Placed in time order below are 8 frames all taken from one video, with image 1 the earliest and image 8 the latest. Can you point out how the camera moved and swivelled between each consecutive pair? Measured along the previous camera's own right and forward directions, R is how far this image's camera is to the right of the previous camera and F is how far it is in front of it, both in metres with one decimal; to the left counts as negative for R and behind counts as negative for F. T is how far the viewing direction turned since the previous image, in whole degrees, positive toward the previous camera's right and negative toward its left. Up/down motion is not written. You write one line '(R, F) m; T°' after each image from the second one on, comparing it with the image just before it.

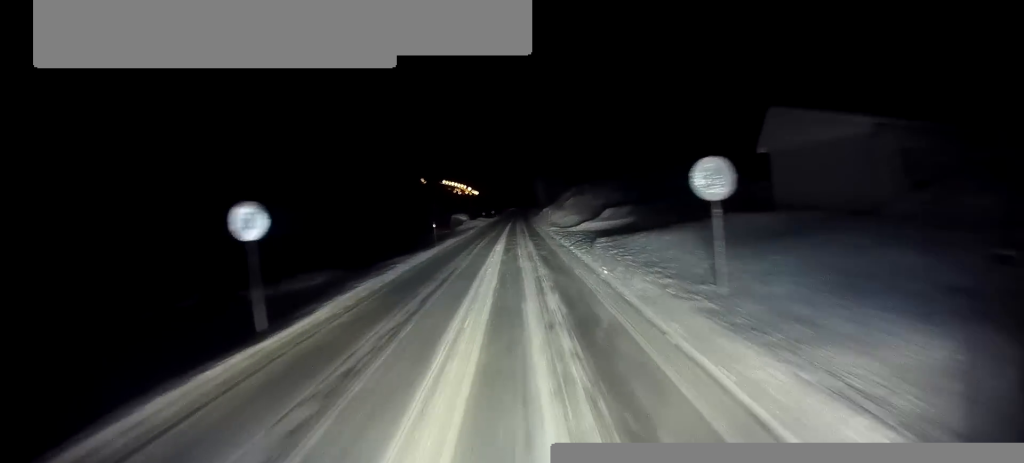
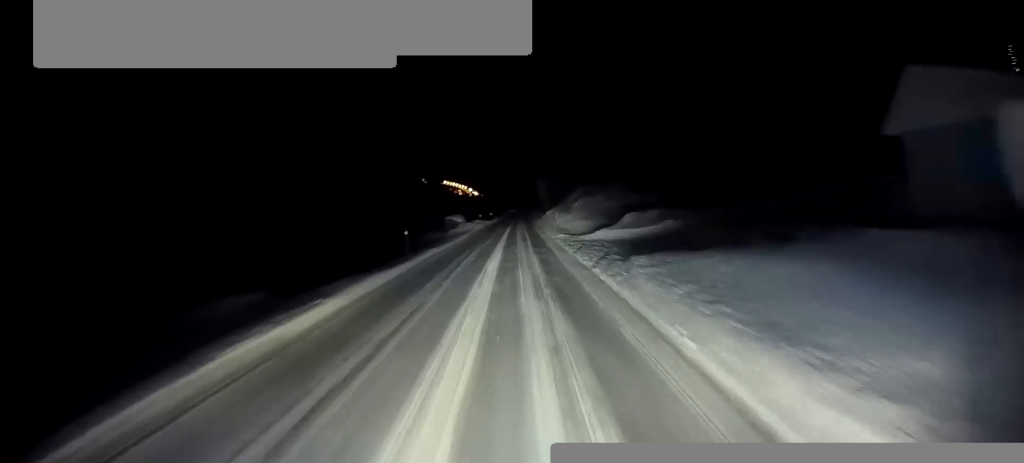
(0.0, +8.3) m; 0°
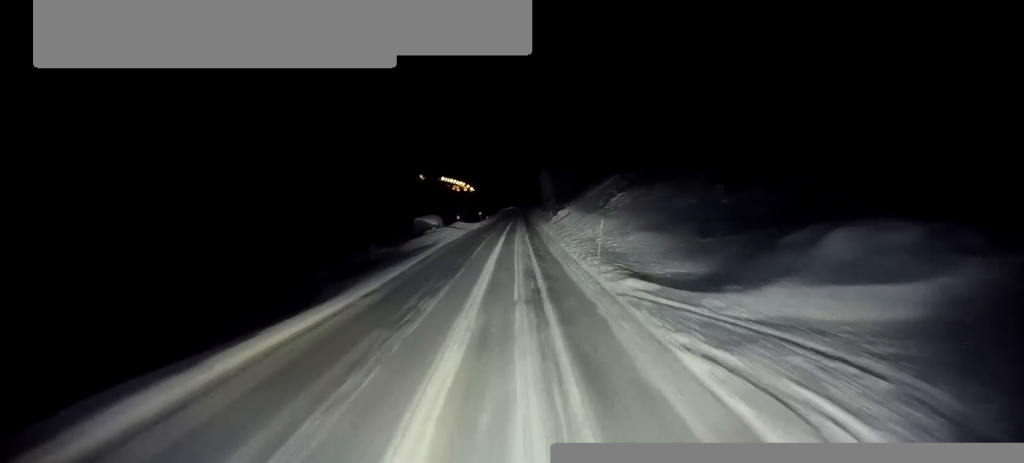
(+0.1, +25.8) m; 0°
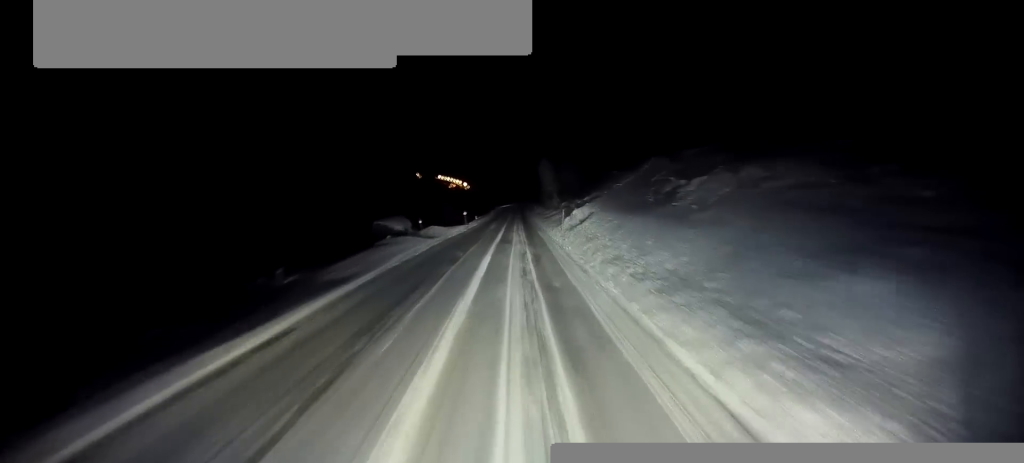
(0.0, +16.9) m; 0°
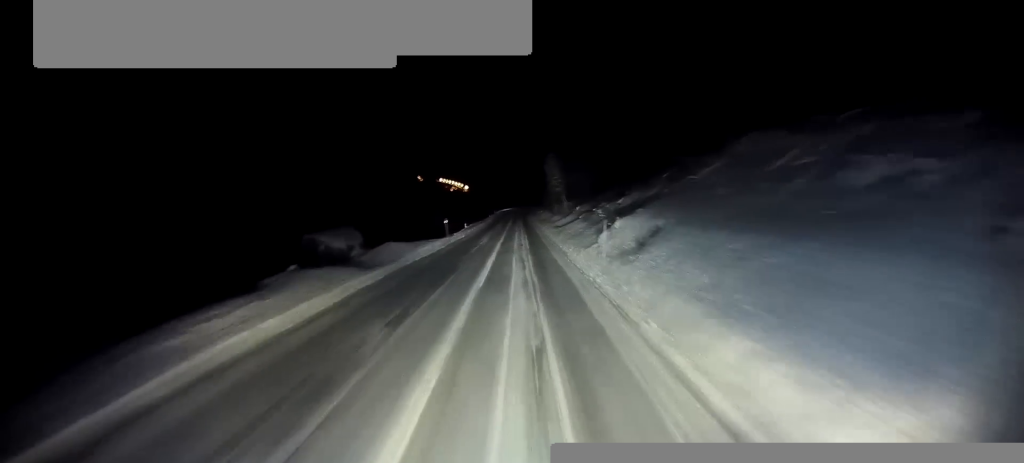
(0.0, +15.5) m; 0°
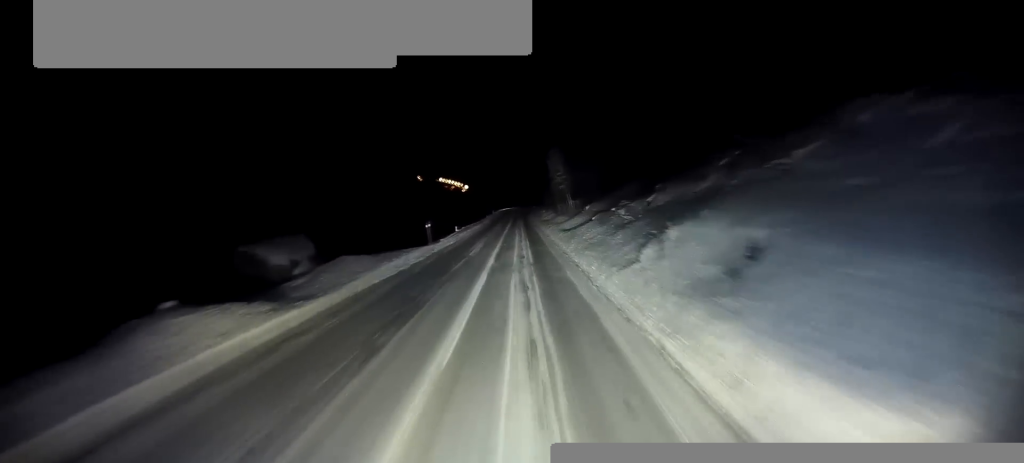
(0.0, +7.7) m; 0°
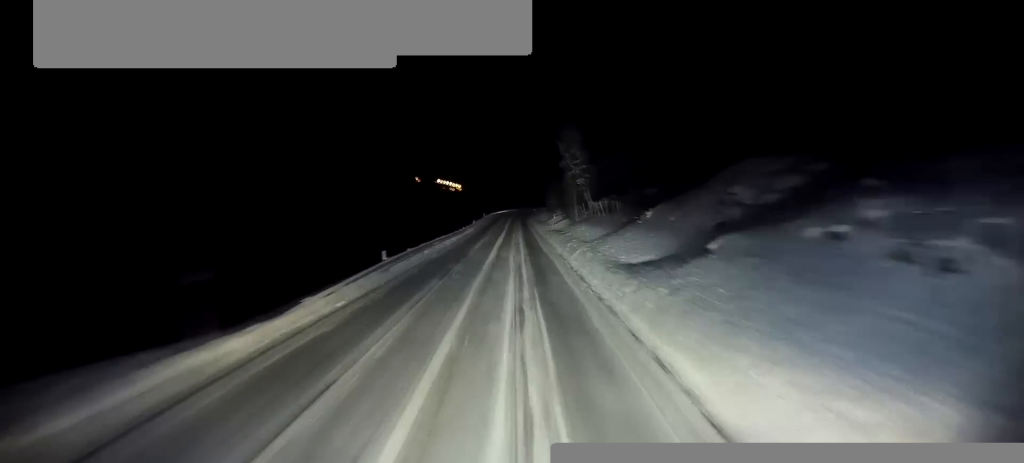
(0.0, +23.1) m; 0°
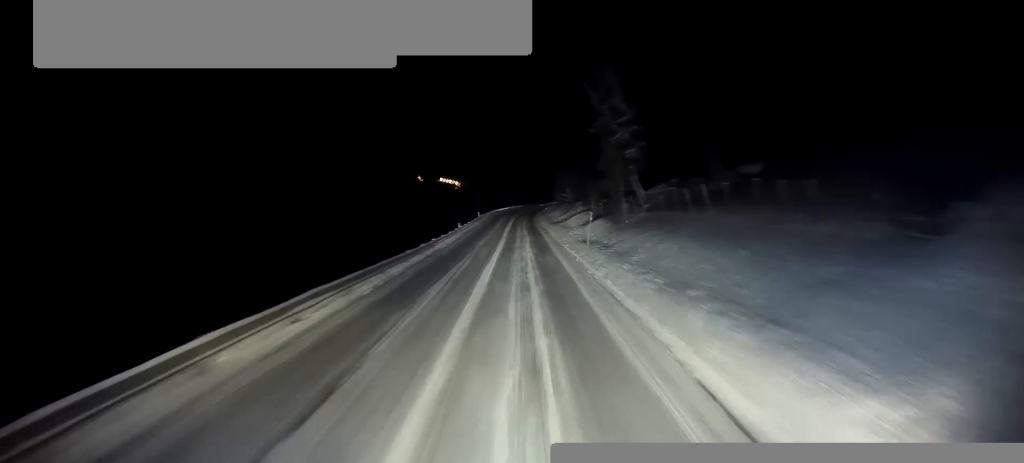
(0.0, +21.5) m; 0°
